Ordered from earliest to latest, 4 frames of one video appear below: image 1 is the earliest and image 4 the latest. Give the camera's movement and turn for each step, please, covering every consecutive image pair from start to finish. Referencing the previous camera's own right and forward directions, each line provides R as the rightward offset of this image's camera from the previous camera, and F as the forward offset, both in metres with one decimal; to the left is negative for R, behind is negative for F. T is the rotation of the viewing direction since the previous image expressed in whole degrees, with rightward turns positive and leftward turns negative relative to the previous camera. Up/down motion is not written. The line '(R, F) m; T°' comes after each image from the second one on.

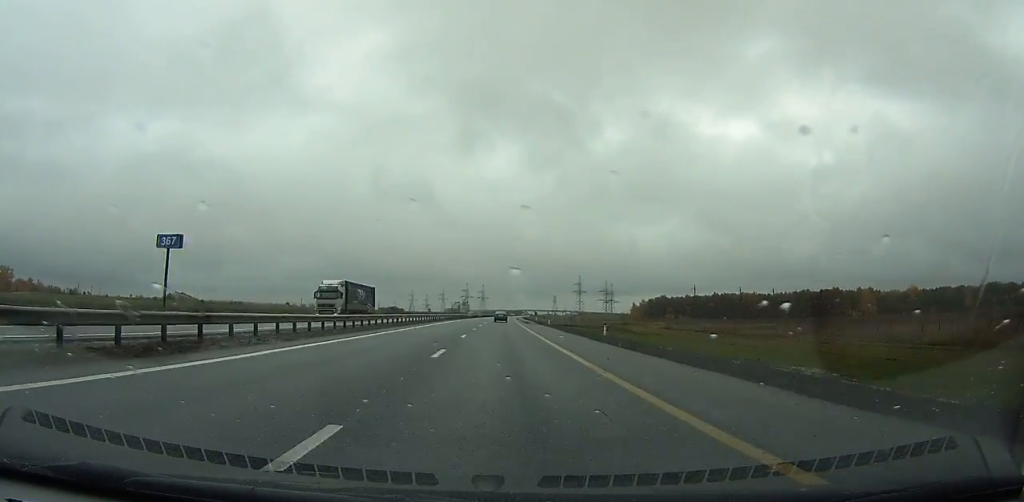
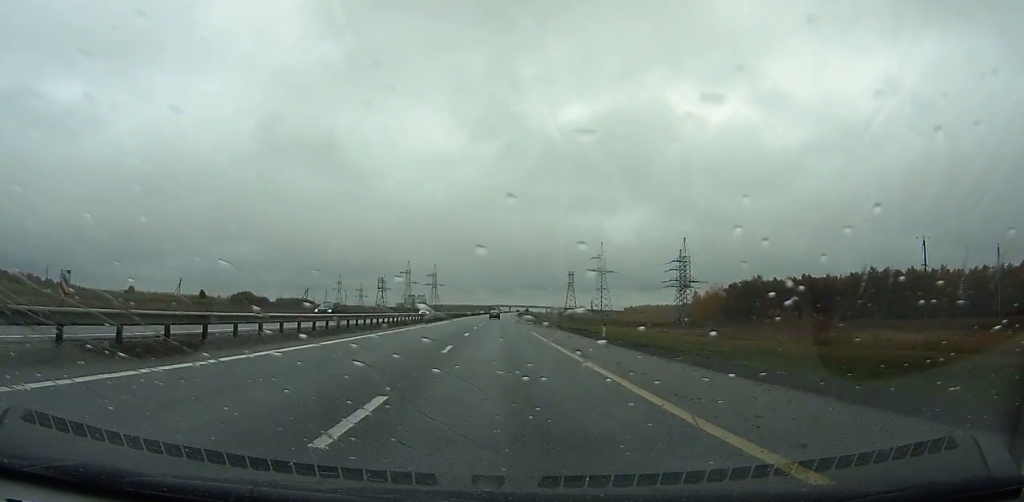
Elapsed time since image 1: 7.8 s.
(+6.9, +234.7) m; +3°
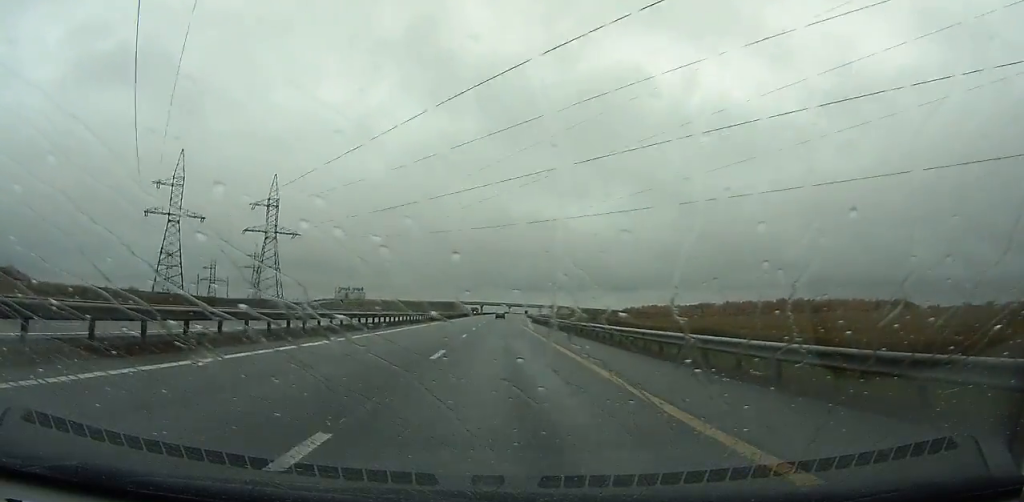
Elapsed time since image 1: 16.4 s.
(+7.3, +273.5) m; +3°
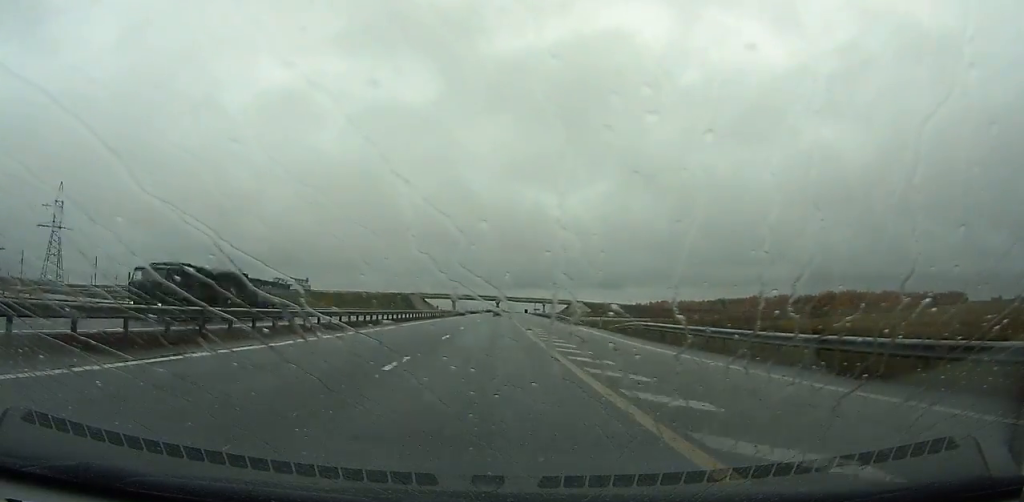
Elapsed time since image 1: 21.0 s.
(+1.8, +153.9) m; +1°
